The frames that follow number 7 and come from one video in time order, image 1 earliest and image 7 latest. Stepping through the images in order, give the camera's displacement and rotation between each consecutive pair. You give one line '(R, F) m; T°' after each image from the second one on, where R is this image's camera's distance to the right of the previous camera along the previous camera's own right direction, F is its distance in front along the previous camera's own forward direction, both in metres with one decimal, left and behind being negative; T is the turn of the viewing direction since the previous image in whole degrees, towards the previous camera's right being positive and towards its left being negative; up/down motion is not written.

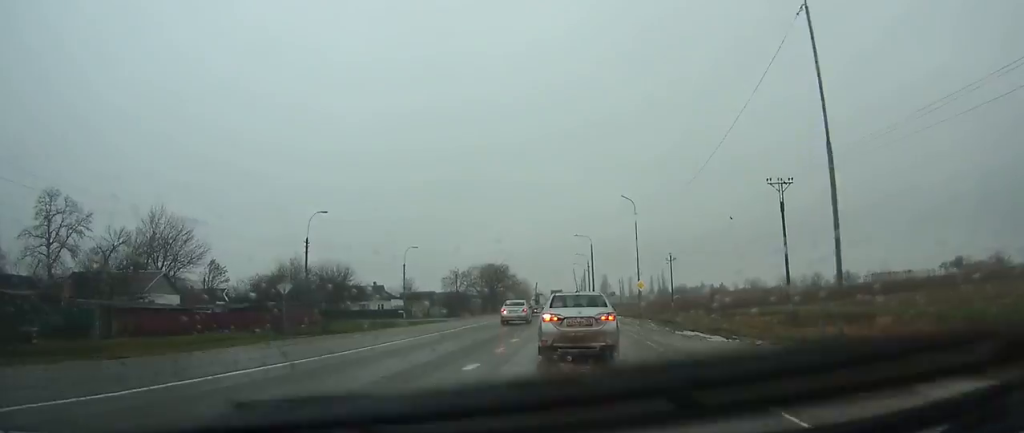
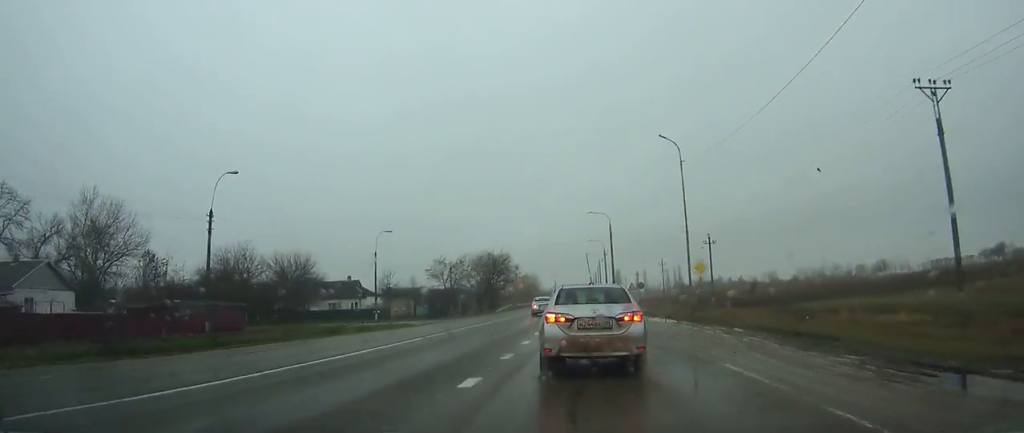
(-0.4, +18.8) m; -3°
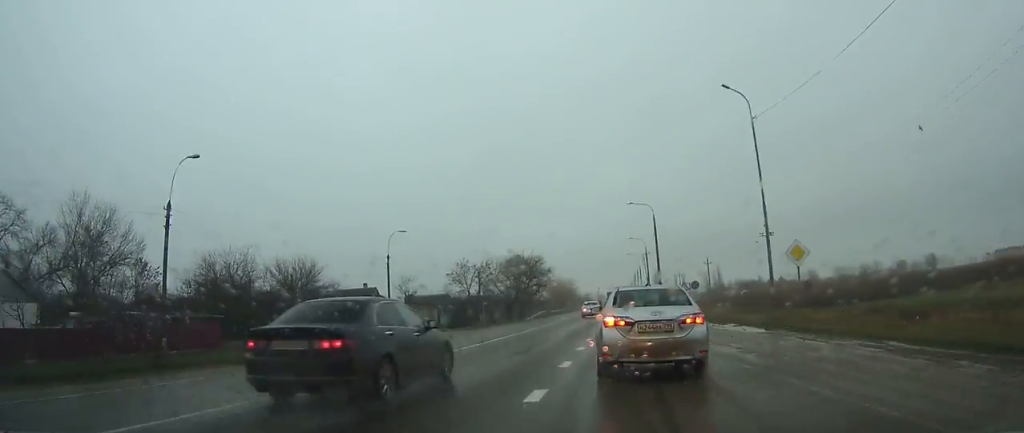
(-0.2, +11.2) m; 0°
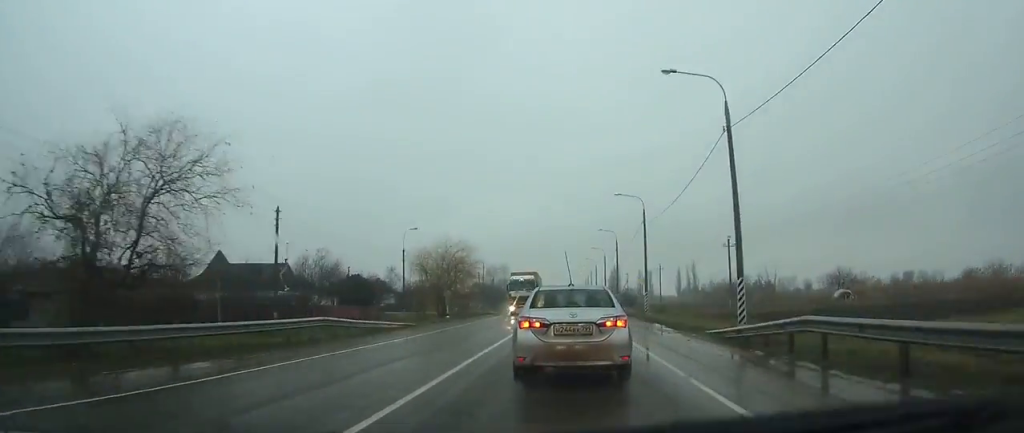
(+5.3, +97.5) m; +5°
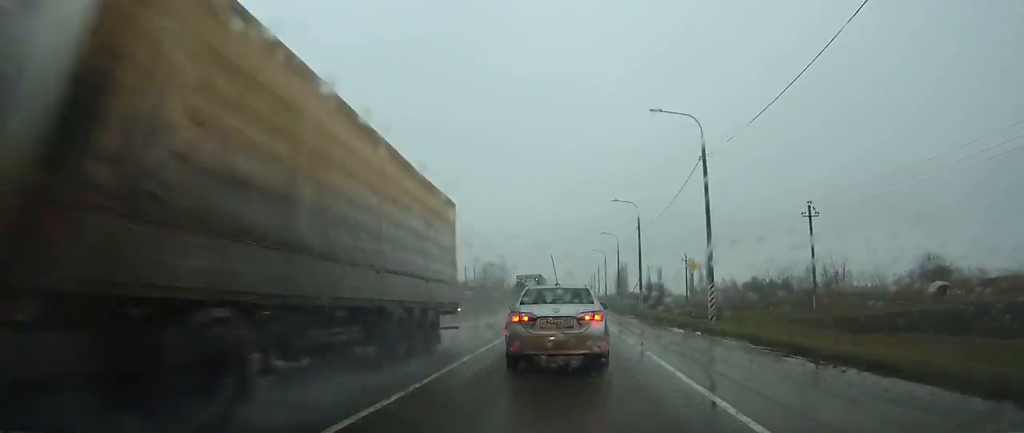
(-0.2, +24.7) m; 0°
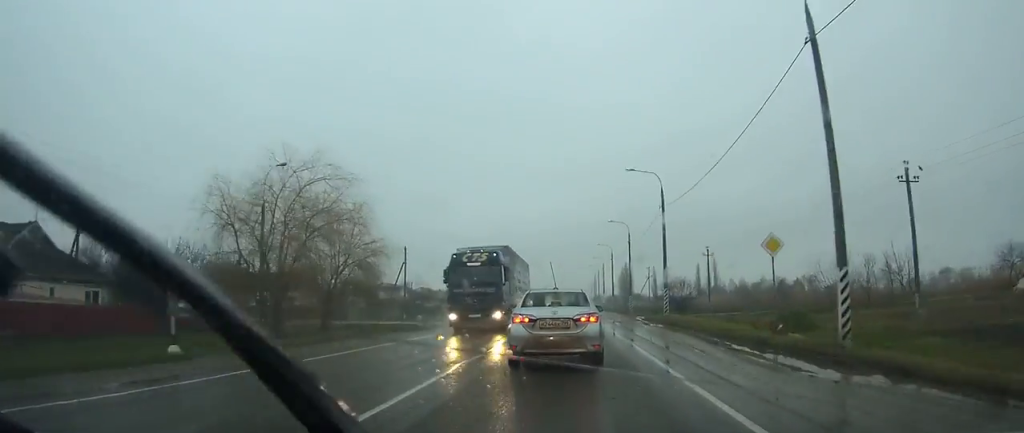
(0.0, +15.0) m; 0°
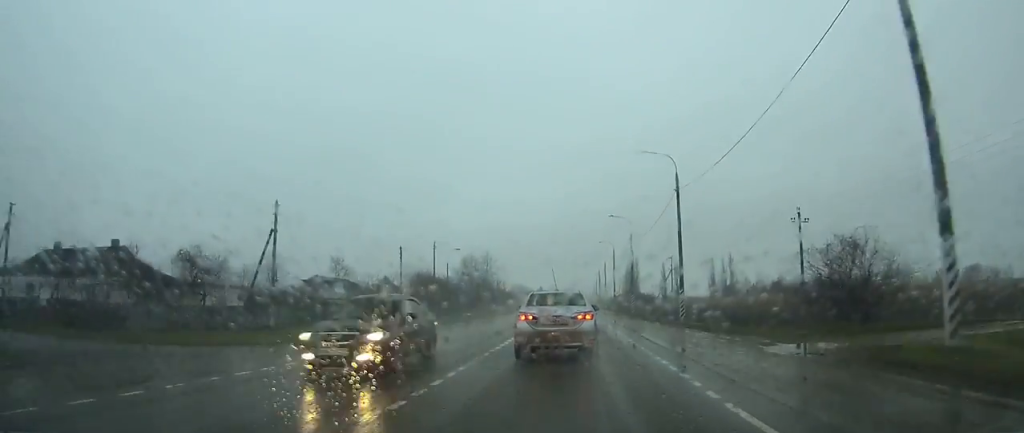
(+0.1, +34.5) m; 0°
